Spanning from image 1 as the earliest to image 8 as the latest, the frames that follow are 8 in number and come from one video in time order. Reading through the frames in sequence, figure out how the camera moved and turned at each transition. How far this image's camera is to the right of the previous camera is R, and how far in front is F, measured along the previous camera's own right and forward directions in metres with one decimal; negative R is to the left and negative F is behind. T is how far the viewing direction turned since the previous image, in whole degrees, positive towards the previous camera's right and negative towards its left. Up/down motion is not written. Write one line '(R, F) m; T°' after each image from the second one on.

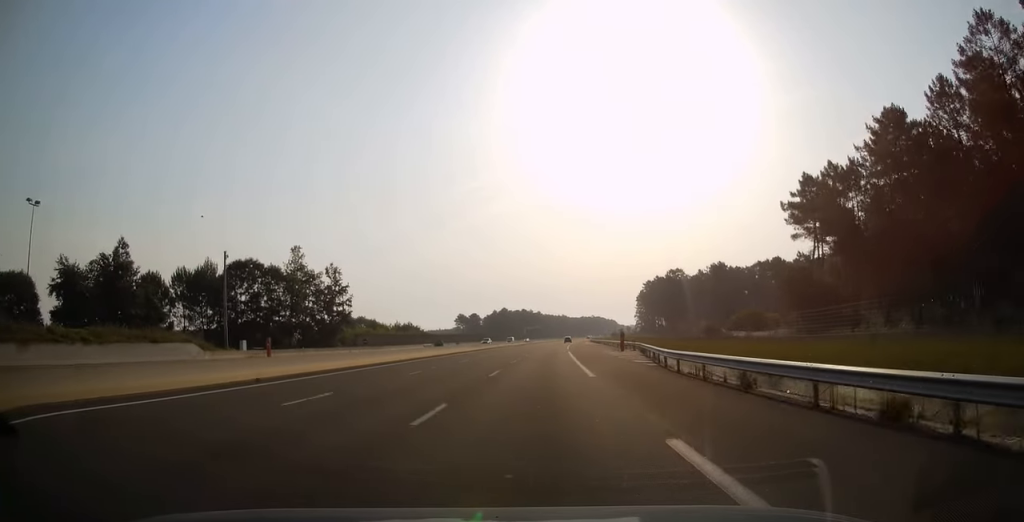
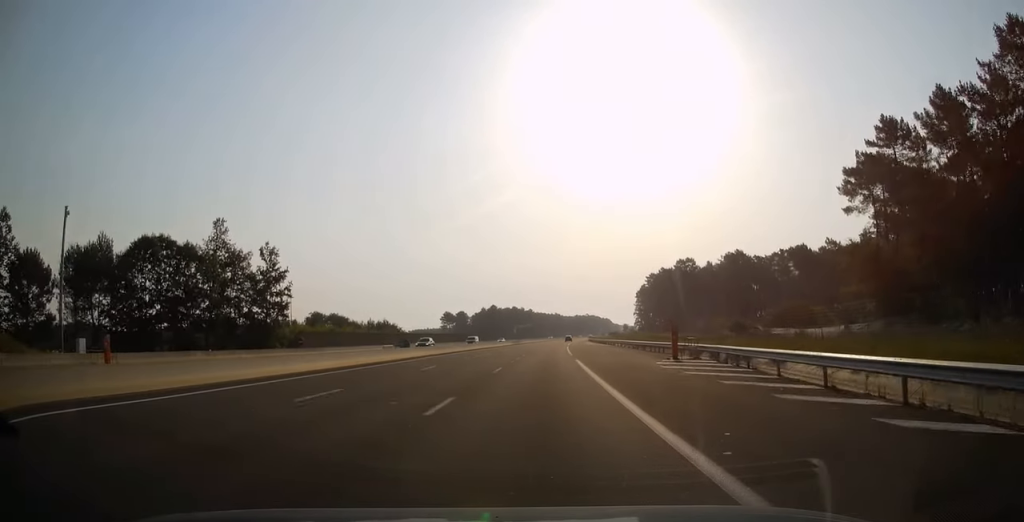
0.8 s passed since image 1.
(0.0, +25.1) m; +1°
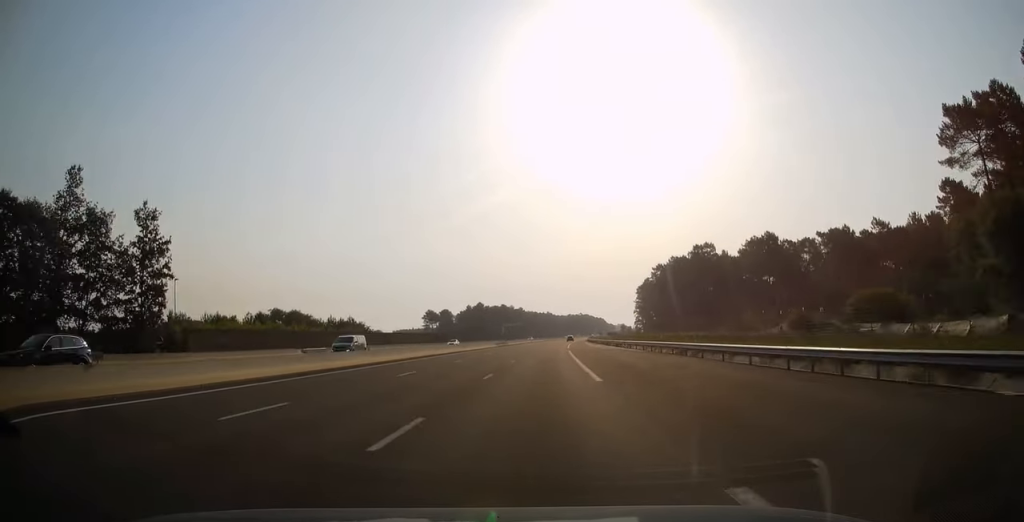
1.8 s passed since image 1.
(+0.4, +29.5) m; +1°
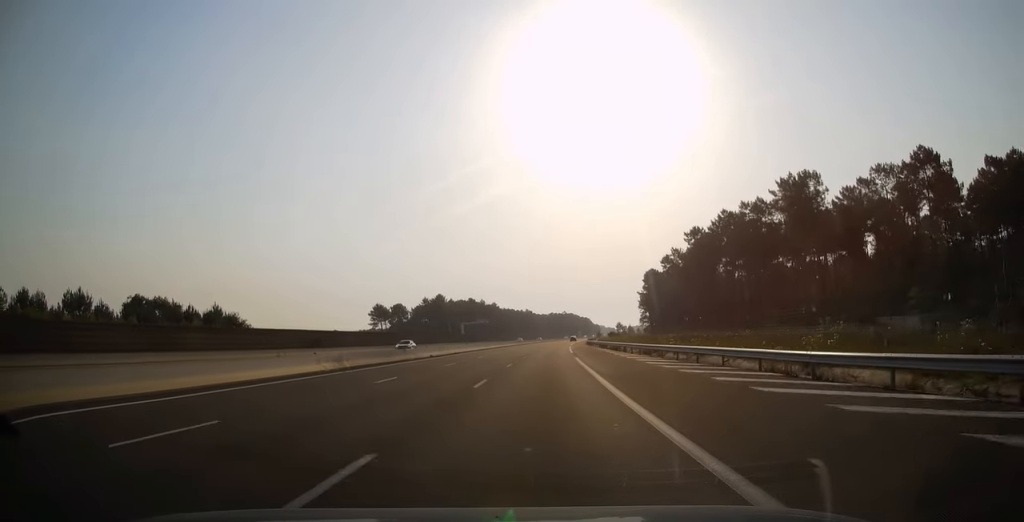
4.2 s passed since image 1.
(+1.2, +68.3) m; +2°
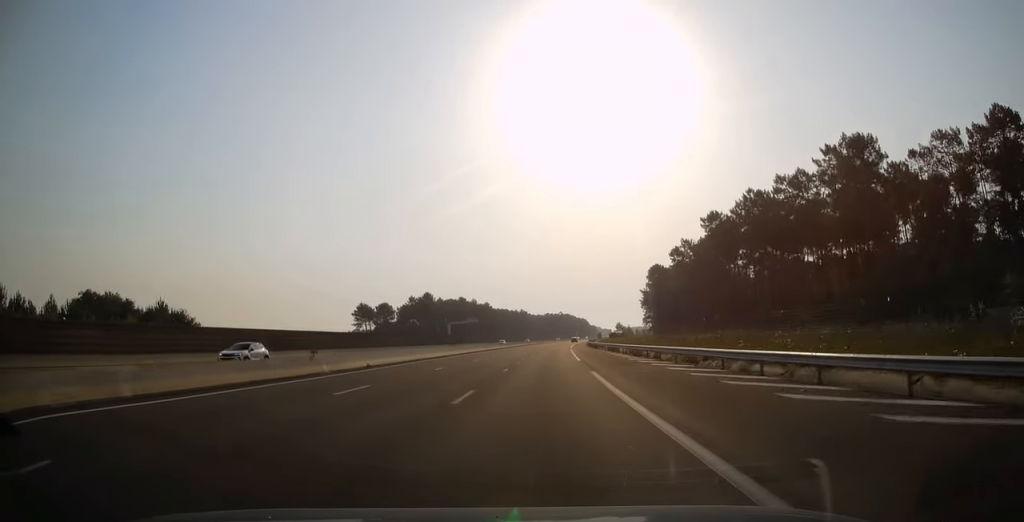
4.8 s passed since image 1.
(-0.1, +17.2) m; +1°
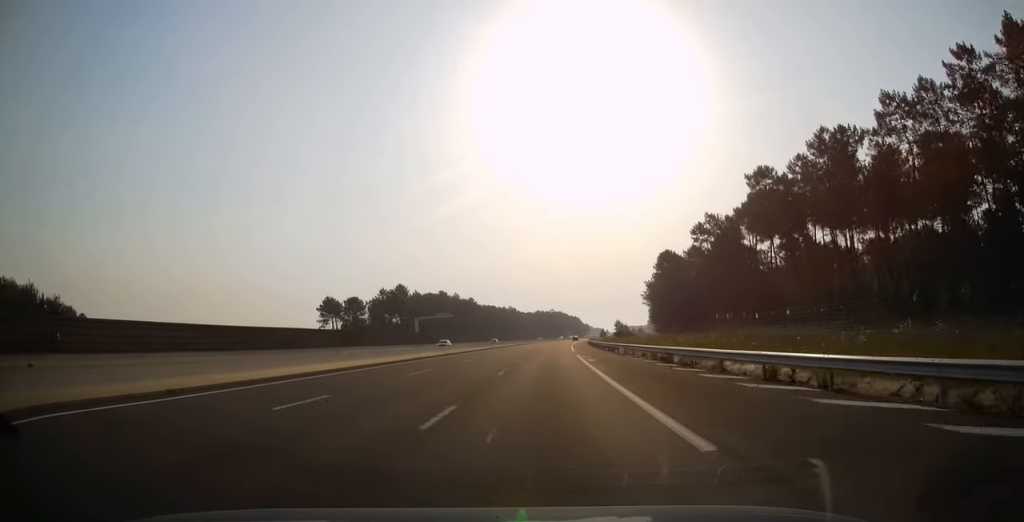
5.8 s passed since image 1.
(+0.4, +30.0) m; +1°
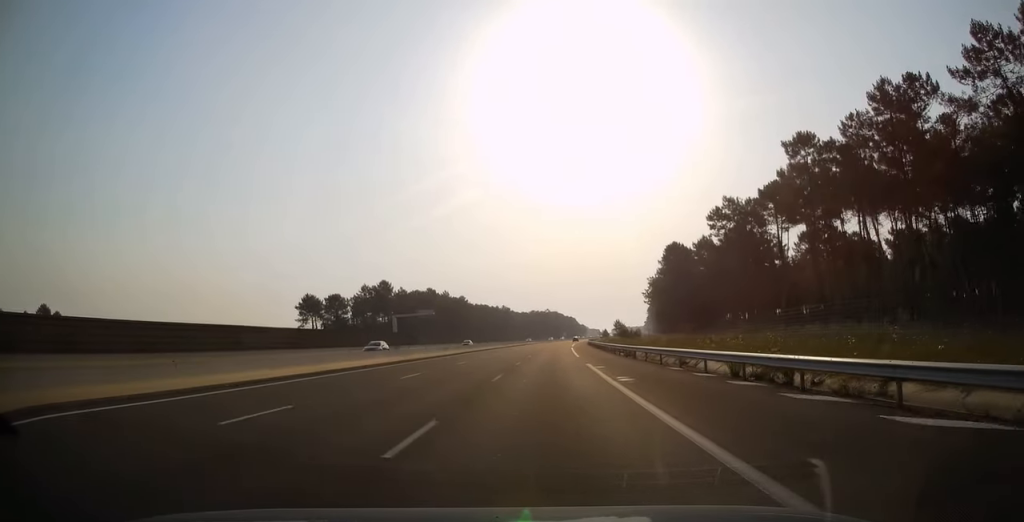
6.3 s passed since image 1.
(0.0, +15.2) m; 0°
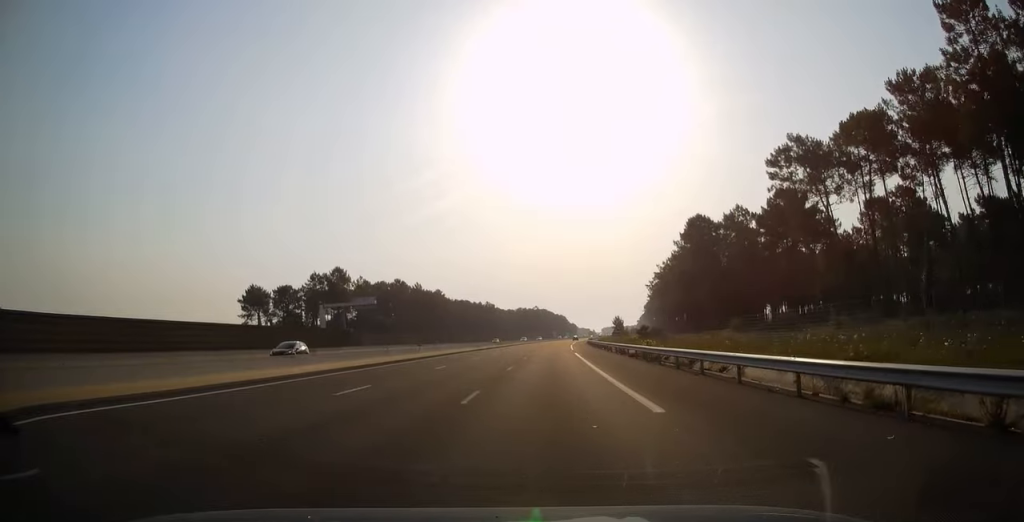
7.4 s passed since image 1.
(+0.3, +33.4) m; +1°
